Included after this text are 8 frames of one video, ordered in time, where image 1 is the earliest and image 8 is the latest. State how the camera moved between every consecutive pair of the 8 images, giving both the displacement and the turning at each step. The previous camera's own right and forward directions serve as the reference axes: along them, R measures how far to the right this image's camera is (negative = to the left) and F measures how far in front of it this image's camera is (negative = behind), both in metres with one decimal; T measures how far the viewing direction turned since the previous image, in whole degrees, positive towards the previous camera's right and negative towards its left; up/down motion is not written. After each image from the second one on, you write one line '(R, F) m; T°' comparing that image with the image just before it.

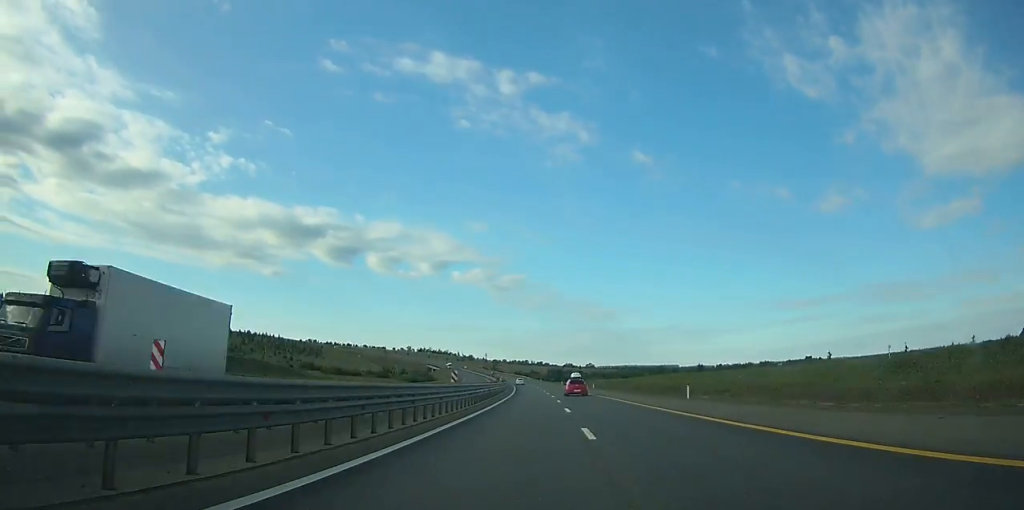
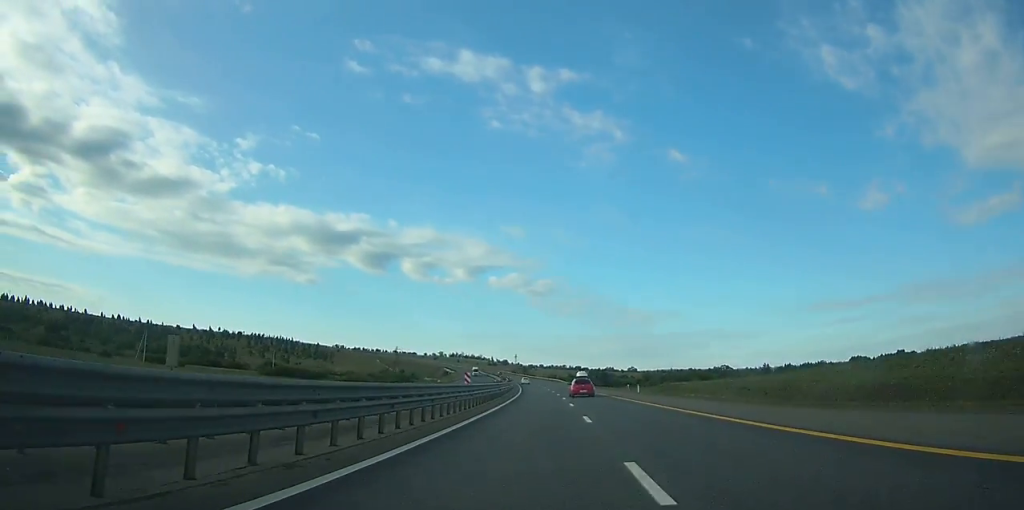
(-2.7, +82.1) m; -3°
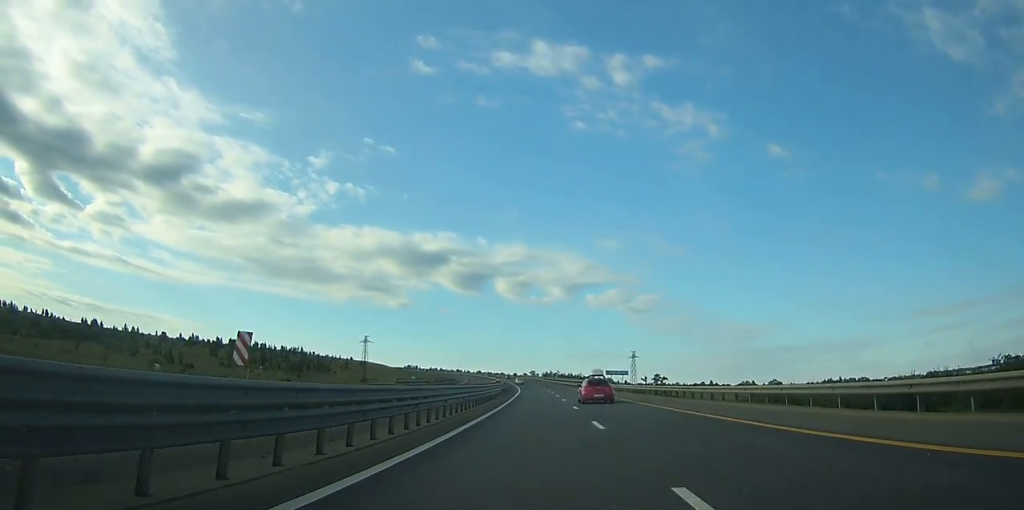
(-21.8, +241.3) m; -10°
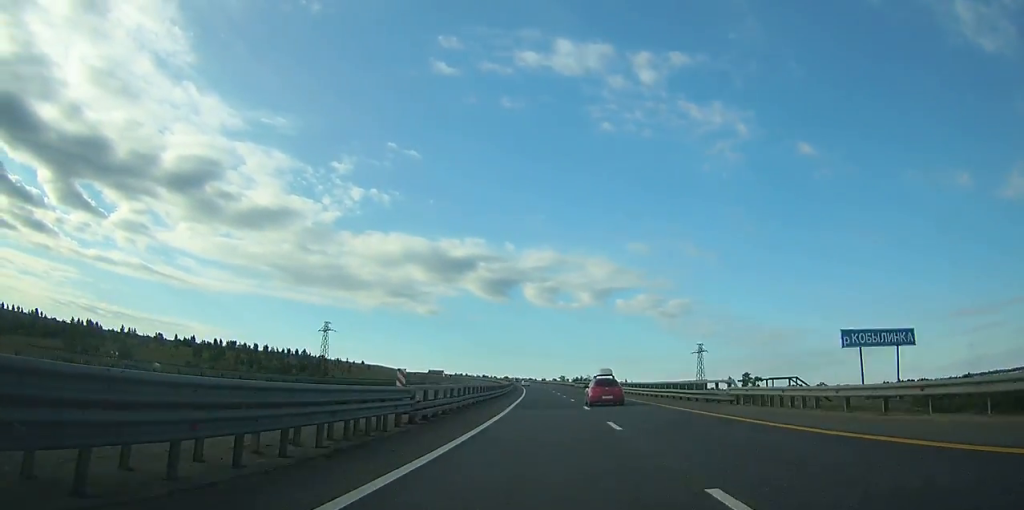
(-1.7, +57.7) m; -2°
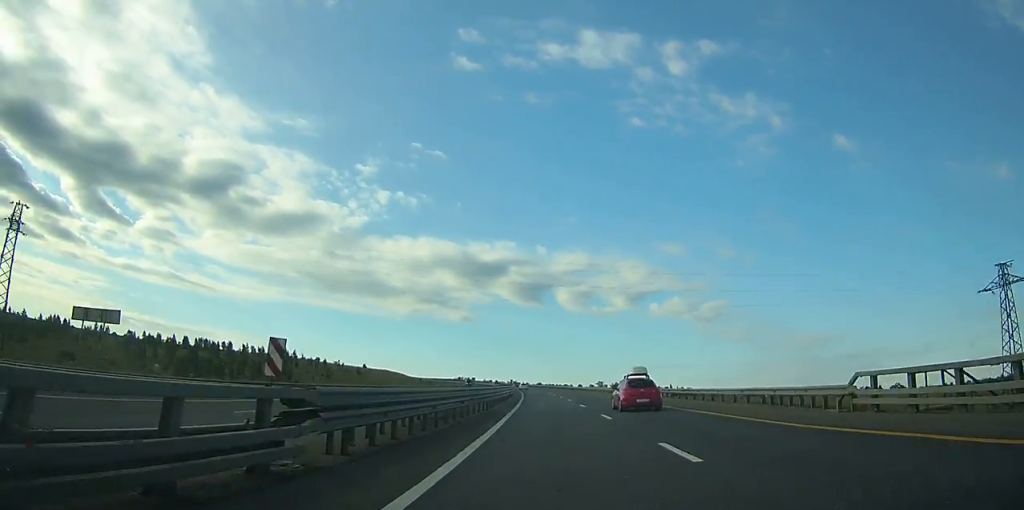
(-2.9, +97.9) m; -3°
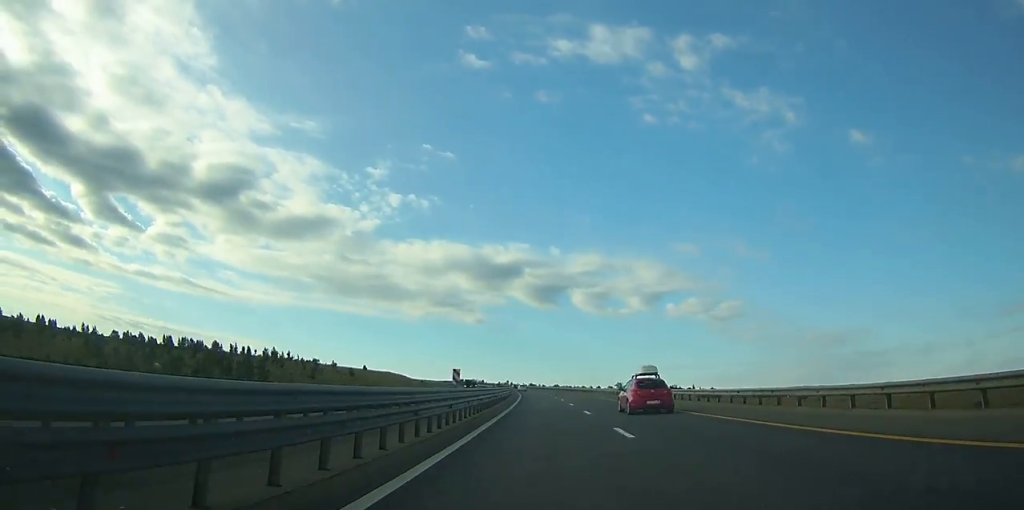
(0.0, +43.6) m; -2°
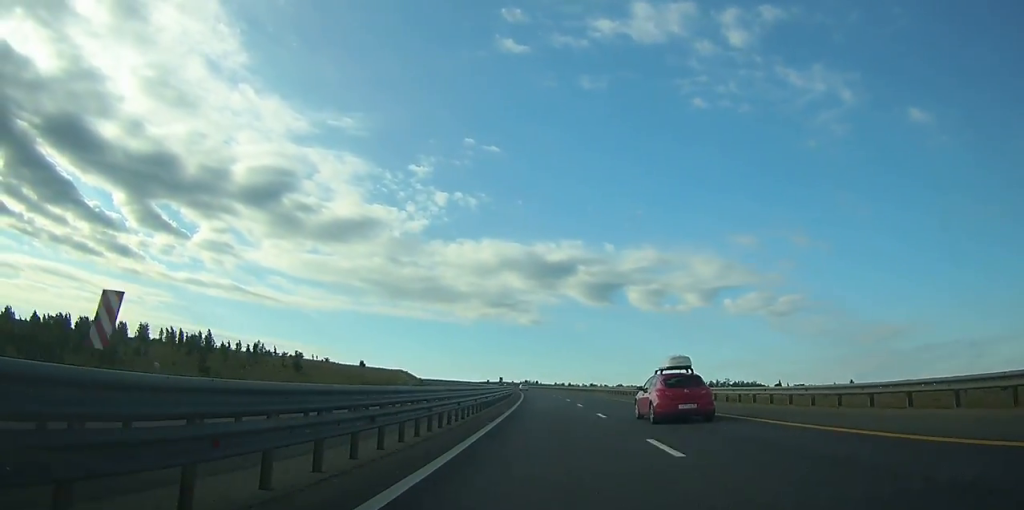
(-6.1, +129.5) m; -5°
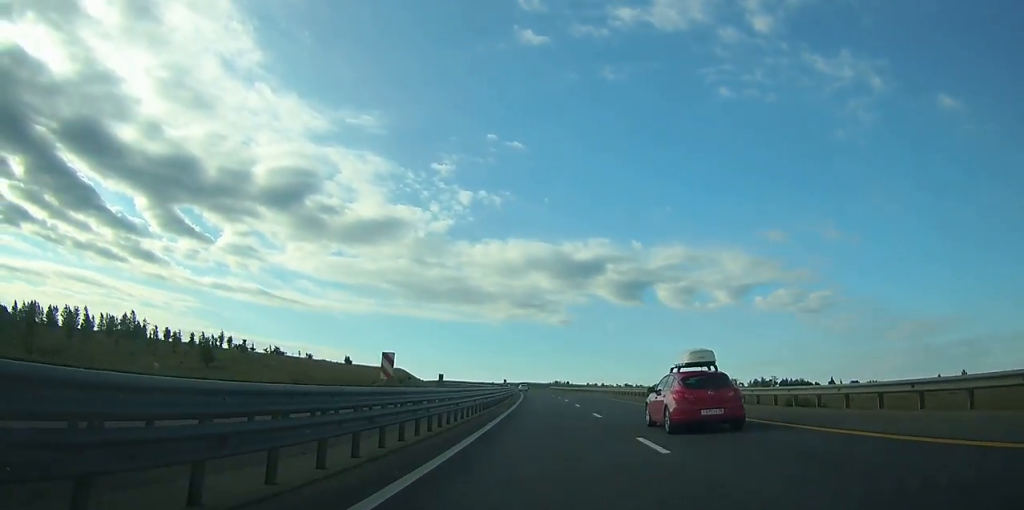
(-0.8, +67.2) m; -3°
